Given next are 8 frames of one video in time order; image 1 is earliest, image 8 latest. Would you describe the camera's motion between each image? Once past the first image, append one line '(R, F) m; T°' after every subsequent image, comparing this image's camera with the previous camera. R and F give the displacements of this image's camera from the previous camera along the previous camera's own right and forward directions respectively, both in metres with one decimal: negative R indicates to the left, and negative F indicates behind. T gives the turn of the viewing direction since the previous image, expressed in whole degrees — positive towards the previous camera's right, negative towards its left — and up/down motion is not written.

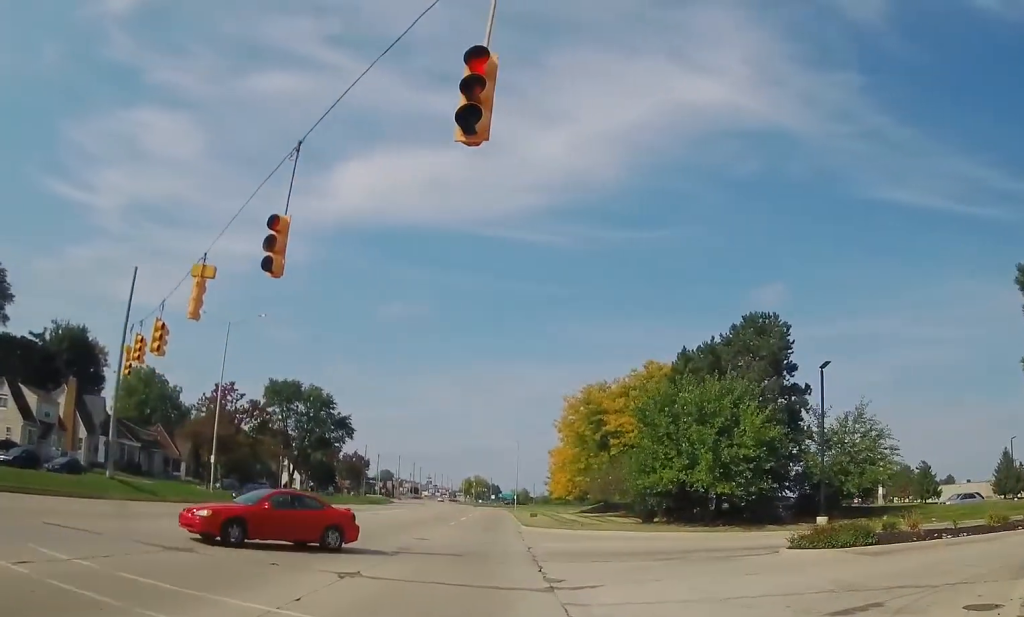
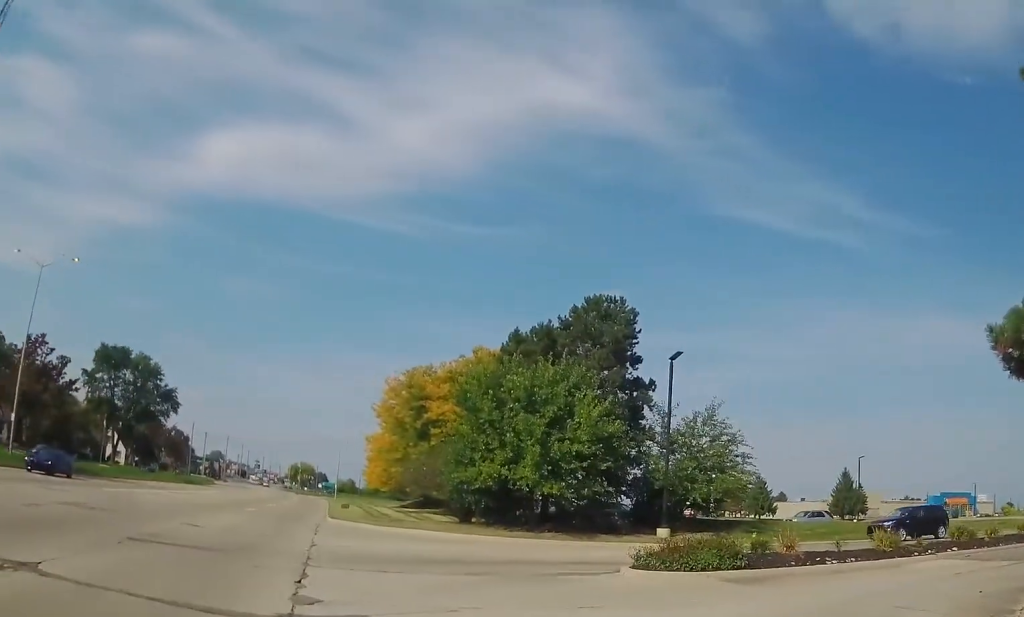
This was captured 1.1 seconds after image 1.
(+0.5, +4.2) m; +17°
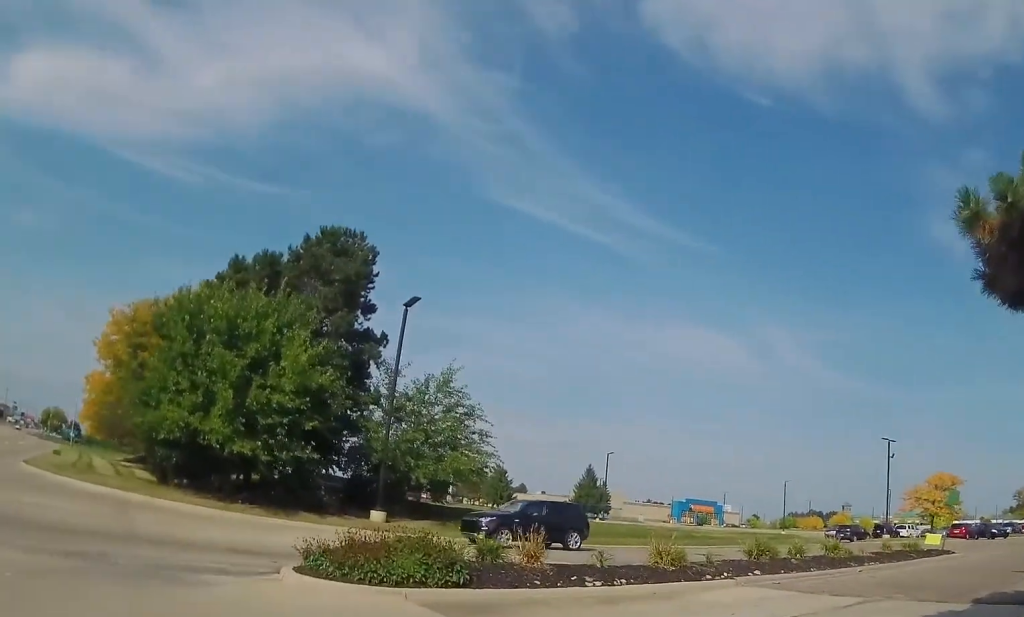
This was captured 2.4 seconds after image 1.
(+0.7, +4.8) m; +13°
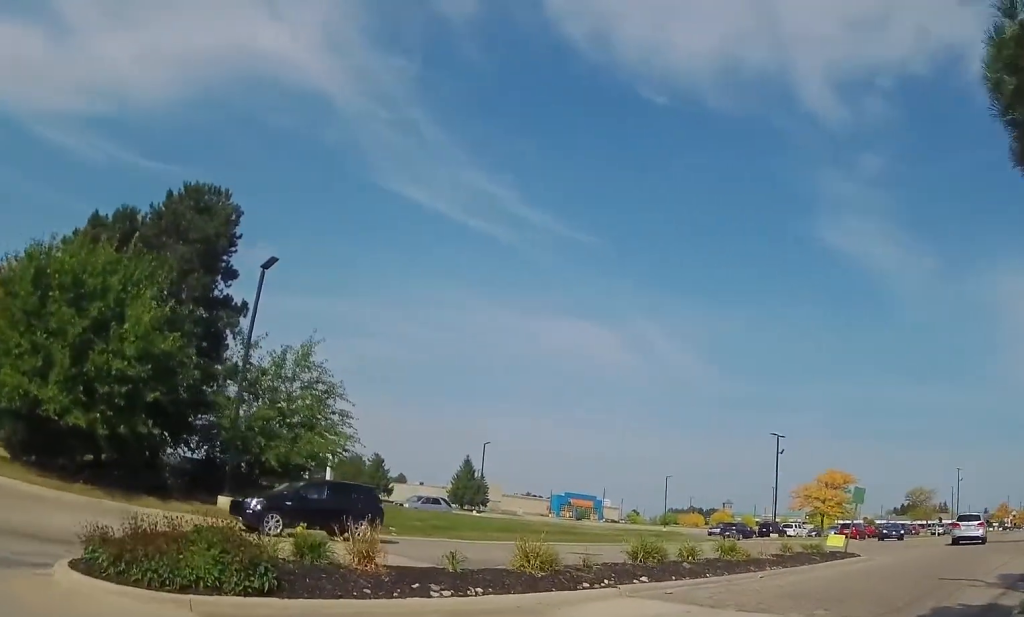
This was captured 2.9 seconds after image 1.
(+0.1, +2.5) m; +4°
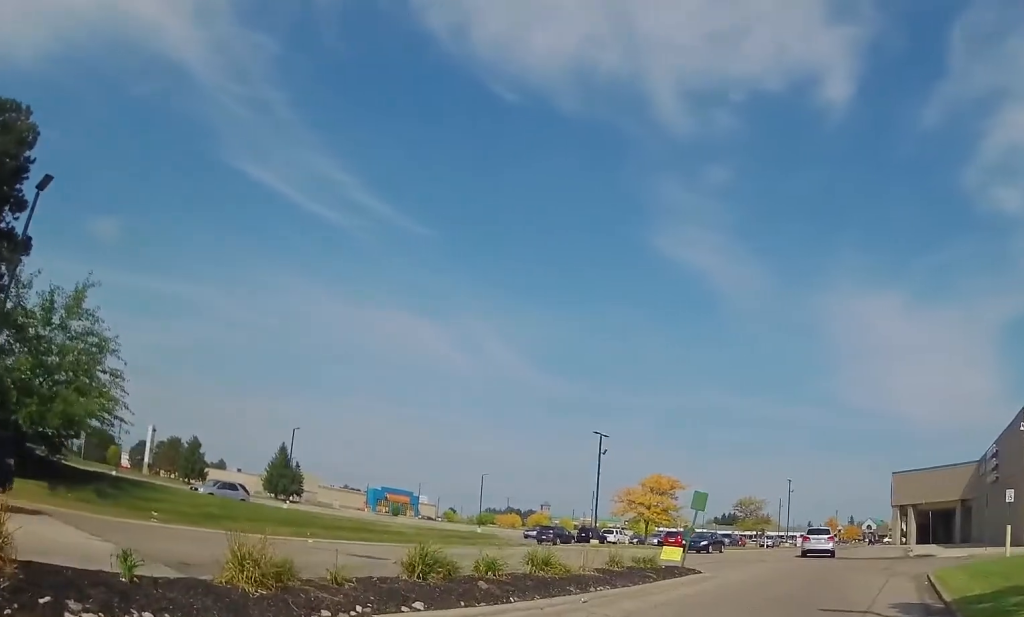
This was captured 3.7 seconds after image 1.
(+0.2, +3.9) m; +10°
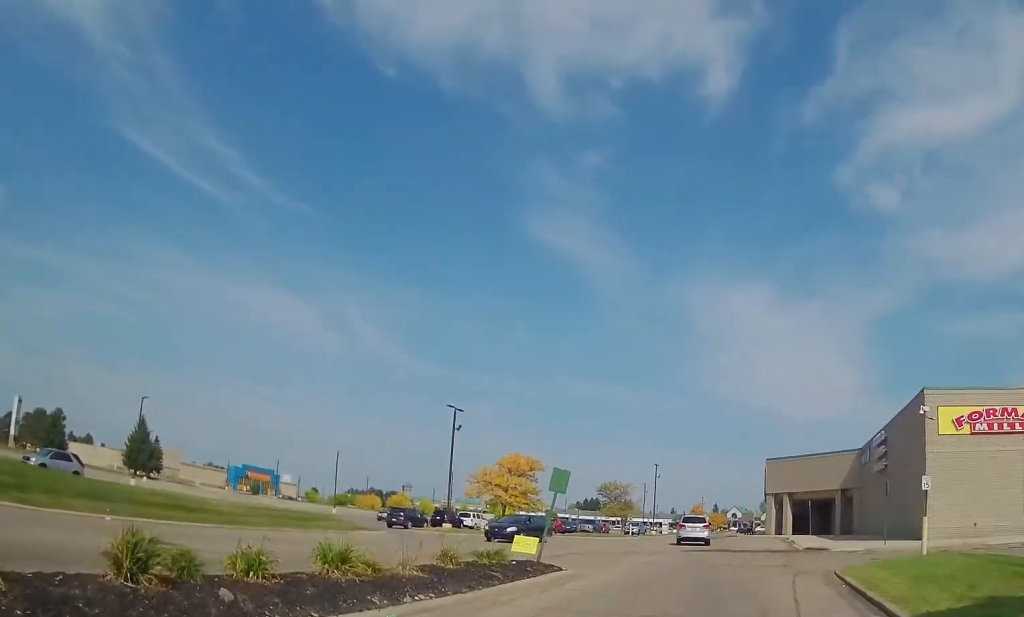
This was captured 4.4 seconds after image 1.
(0.0, +3.8) m; +14°
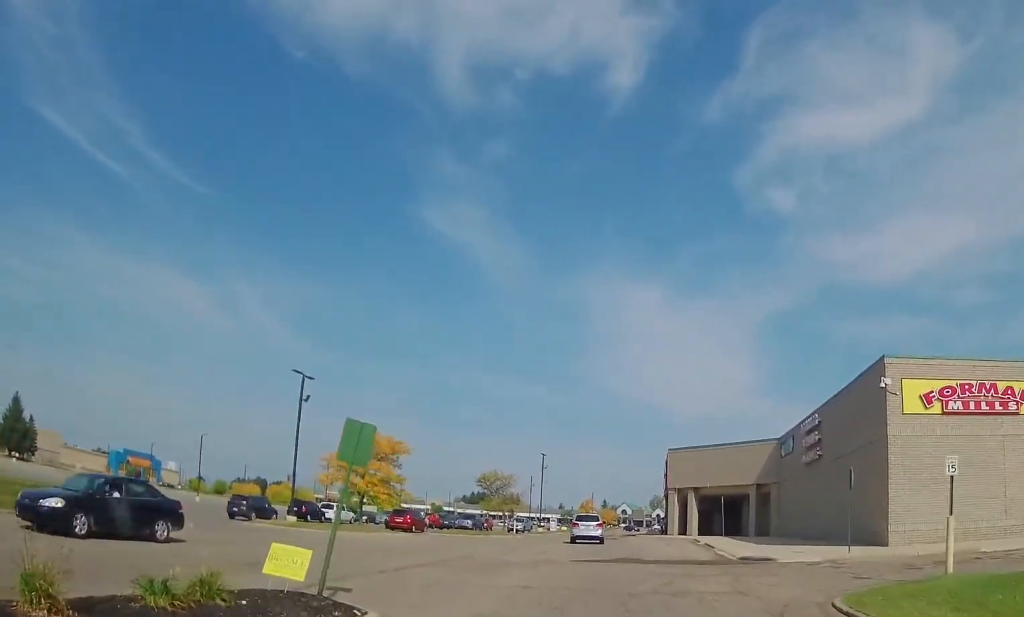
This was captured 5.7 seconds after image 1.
(+2.0, +8.4) m; +17°
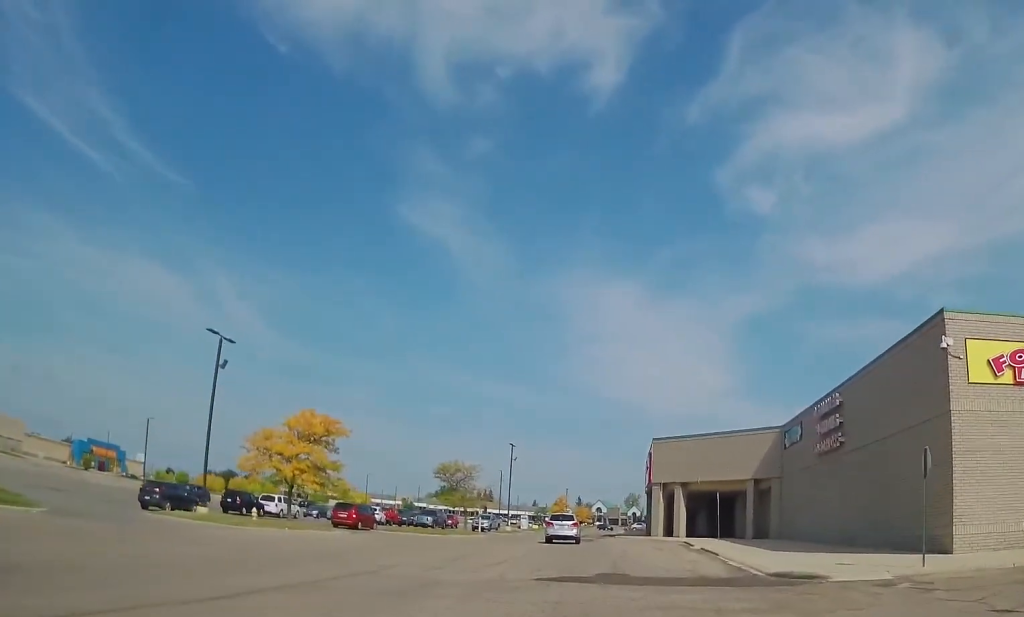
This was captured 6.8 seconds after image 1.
(+0.3, +7.5) m; +4°
